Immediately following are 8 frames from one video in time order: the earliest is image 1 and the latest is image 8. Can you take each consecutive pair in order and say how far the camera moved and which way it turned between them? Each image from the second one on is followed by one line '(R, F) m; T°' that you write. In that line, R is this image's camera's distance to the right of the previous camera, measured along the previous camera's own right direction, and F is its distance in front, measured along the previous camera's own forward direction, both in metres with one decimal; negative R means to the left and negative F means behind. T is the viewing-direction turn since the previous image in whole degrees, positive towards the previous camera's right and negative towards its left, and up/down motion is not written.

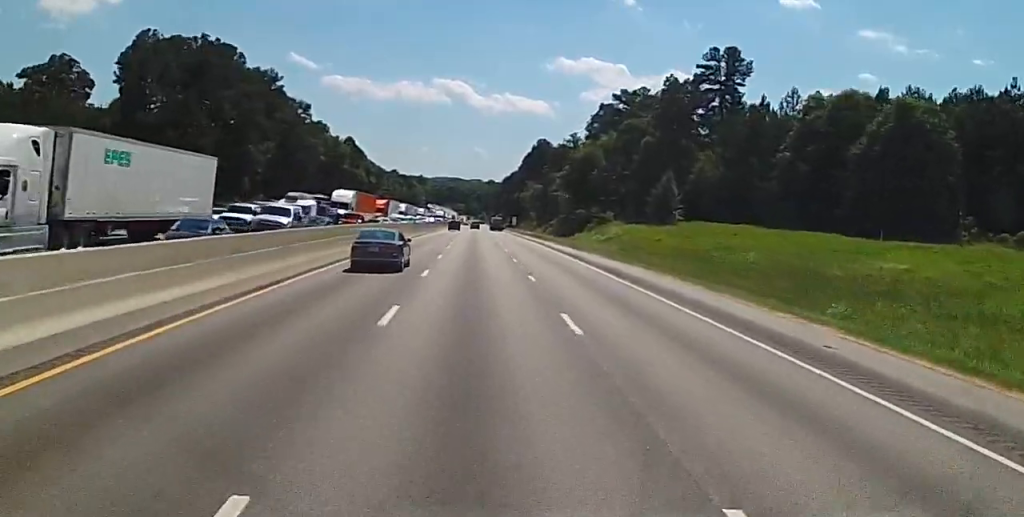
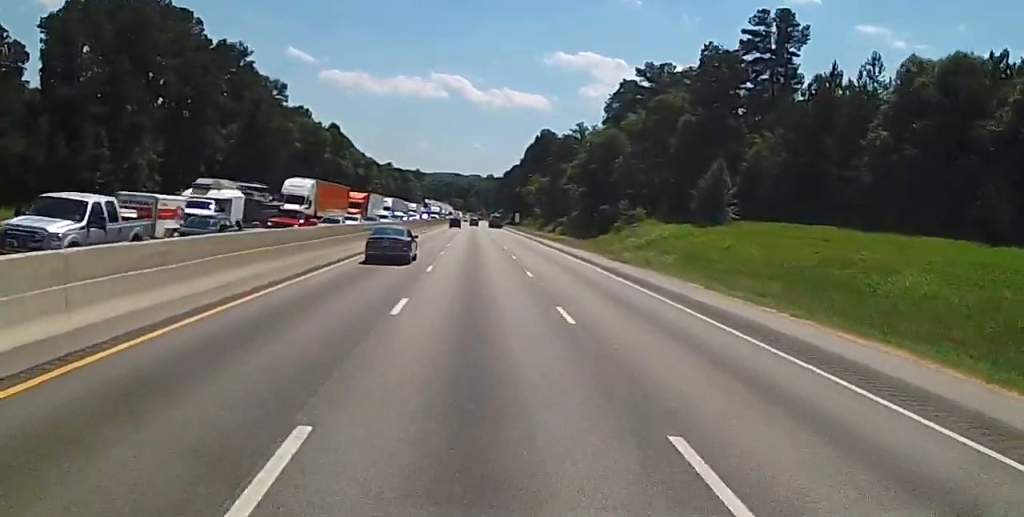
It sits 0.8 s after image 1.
(-0.2, +22.4) m; -1°
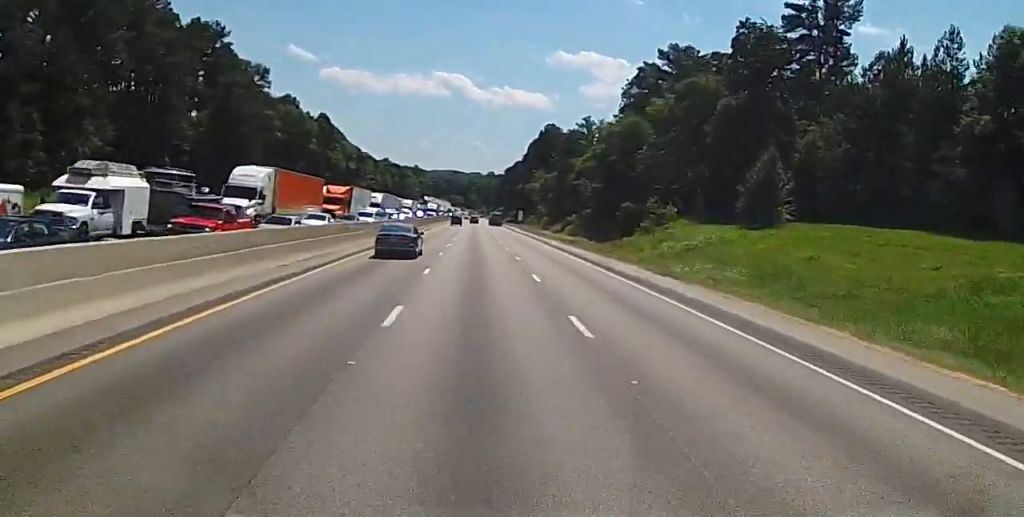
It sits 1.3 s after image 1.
(-0.1, +14.7) m; 0°
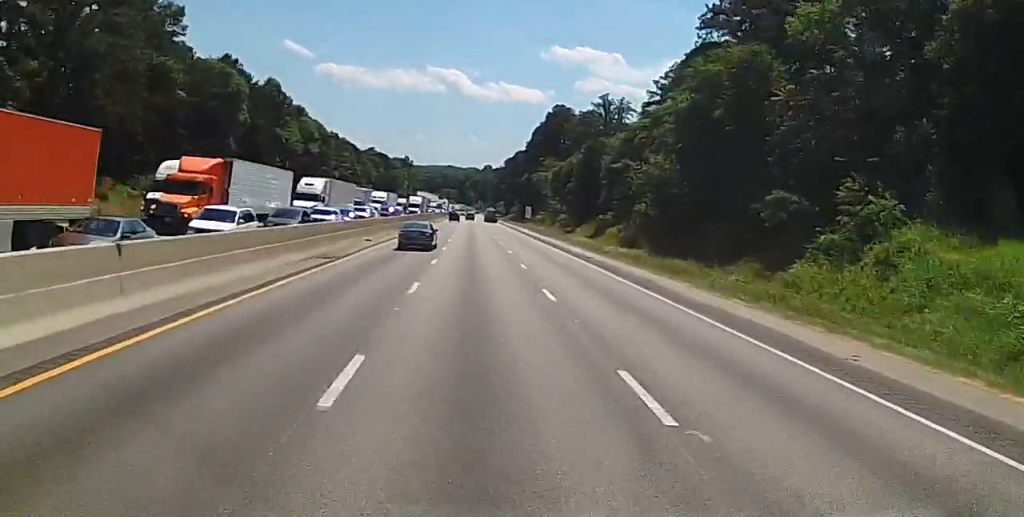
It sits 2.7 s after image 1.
(+0.3, +43.5) m; +1°
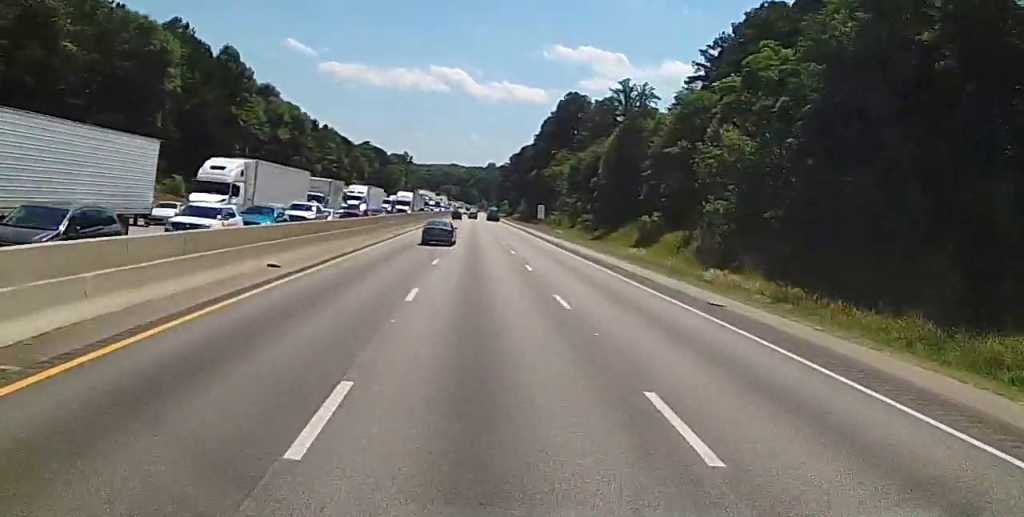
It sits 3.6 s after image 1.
(+0.2, +26.8) m; 0°
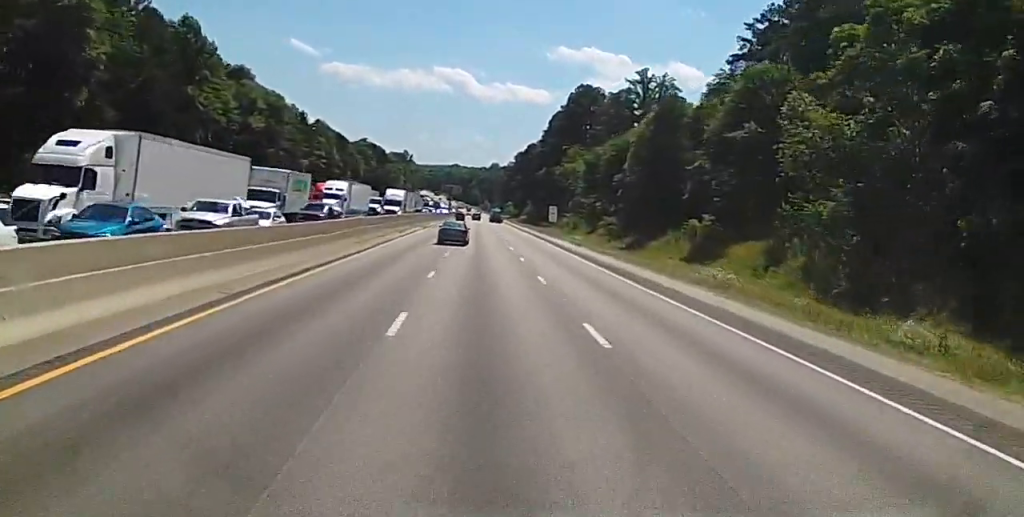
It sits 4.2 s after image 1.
(0.0, +17.9) m; 0°
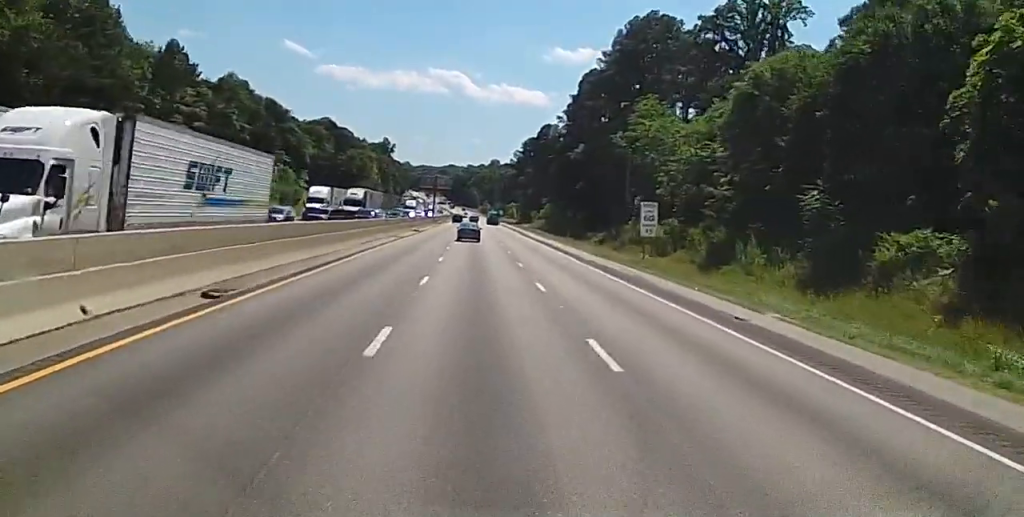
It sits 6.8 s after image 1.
(0.0, +76.3) m; 0°
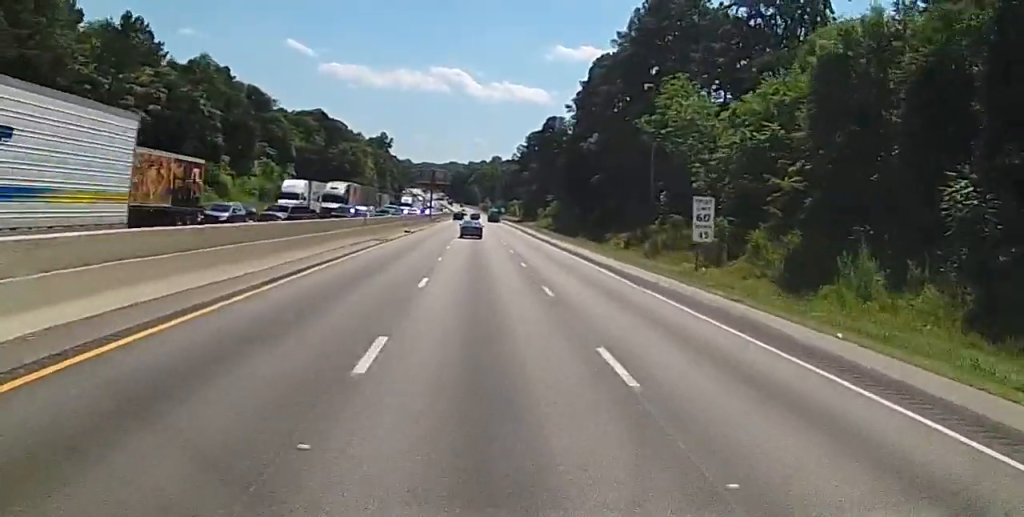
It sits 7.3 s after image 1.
(0.0, +13.9) m; 0°
